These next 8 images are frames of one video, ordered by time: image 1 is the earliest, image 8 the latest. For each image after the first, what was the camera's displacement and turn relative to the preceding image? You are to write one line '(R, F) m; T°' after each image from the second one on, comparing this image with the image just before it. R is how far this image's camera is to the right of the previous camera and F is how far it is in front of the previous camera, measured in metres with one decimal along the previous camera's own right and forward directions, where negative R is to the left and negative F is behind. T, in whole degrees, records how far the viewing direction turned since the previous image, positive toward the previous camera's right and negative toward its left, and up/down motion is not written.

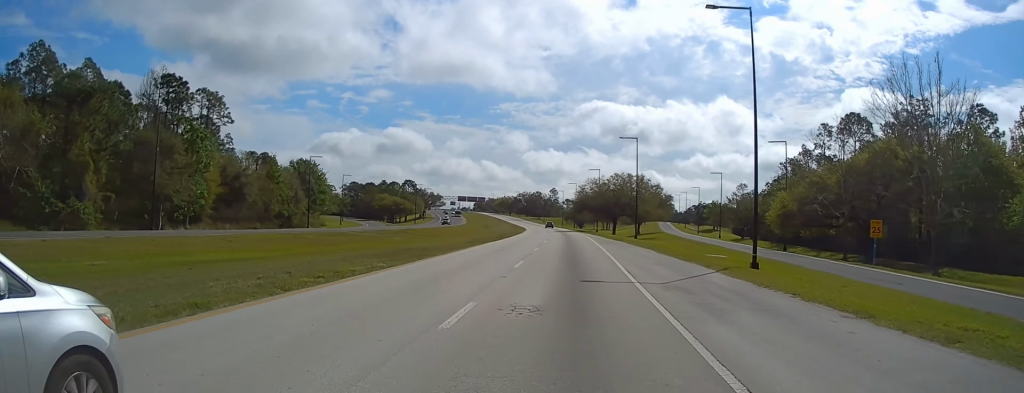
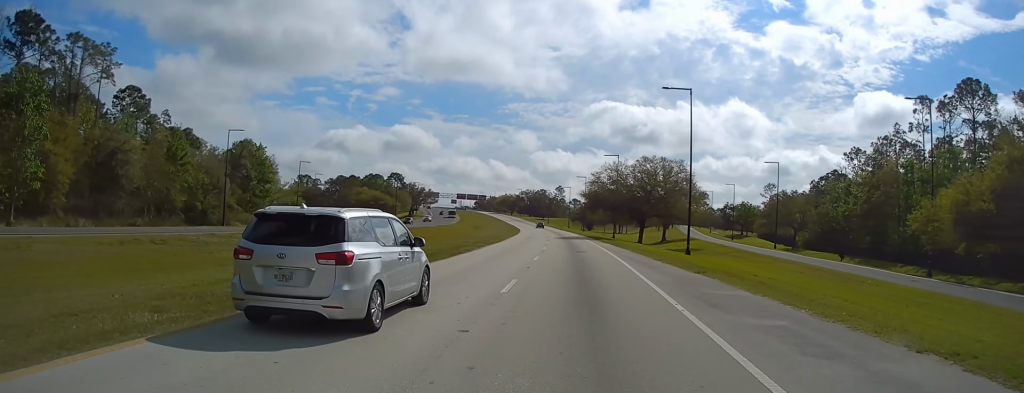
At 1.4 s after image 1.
(-0.2, +31.3) m; -1°
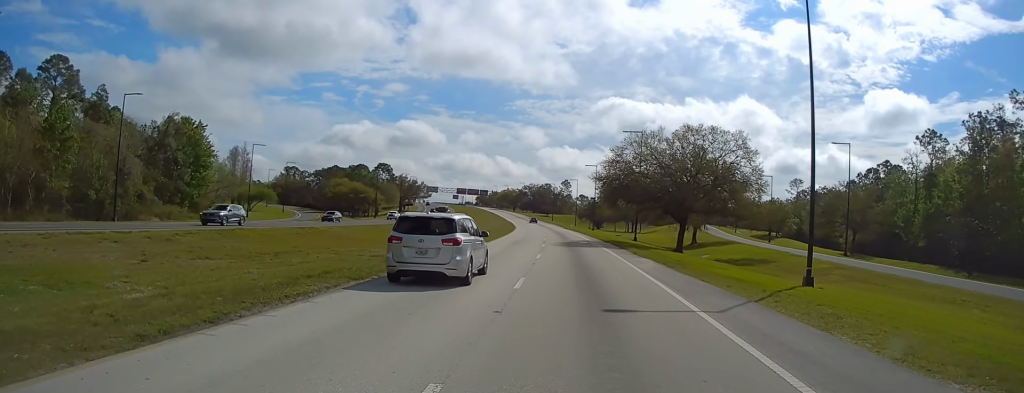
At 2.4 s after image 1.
(-0.1, +23.7) m; -1°
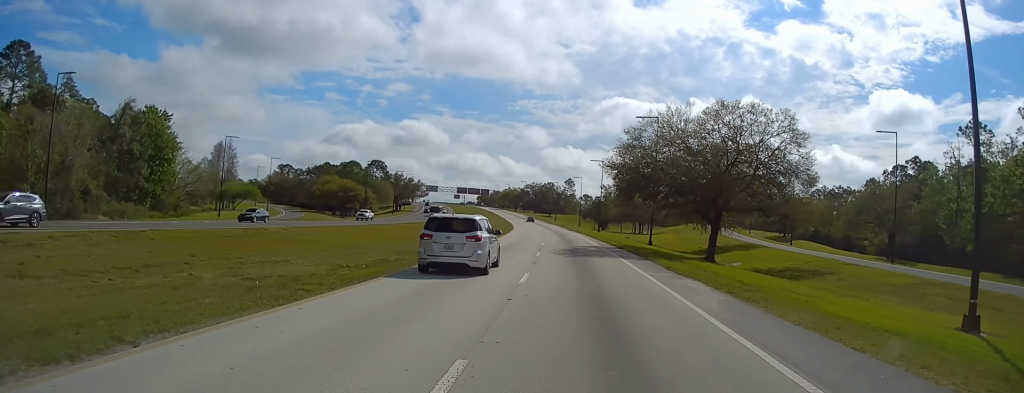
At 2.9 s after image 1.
(-0.1, +10.7) m; 0°
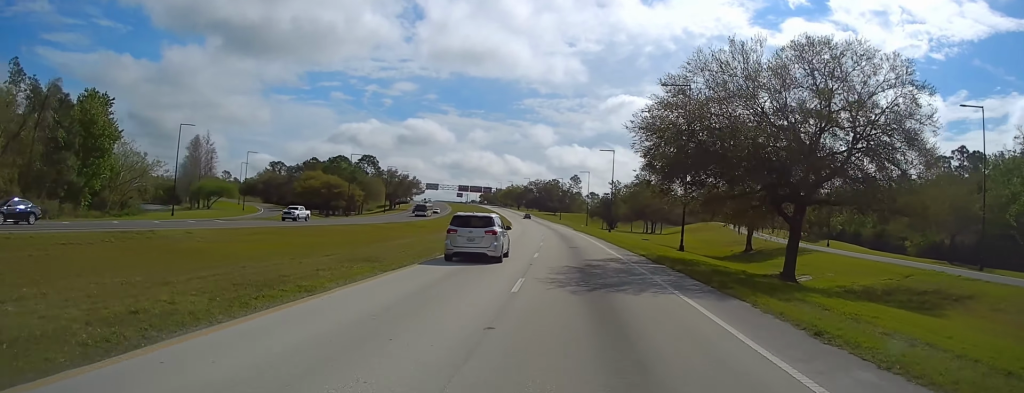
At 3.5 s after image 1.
(-0.3, +14.5) m; 0°
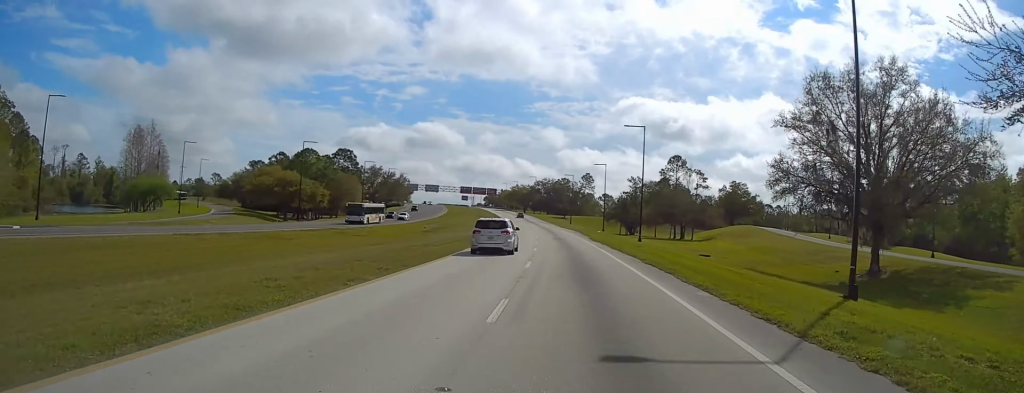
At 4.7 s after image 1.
(+0.1, +28.4) m; -1°
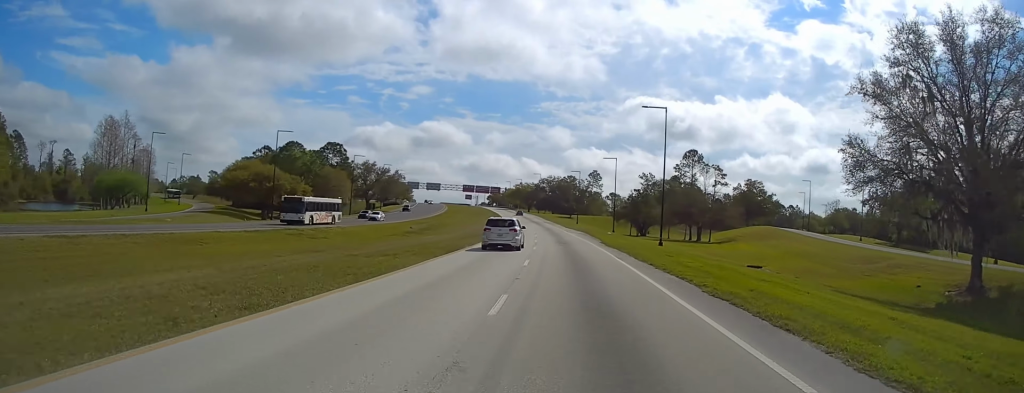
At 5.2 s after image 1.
(-0.2, +11.6) m; -1°
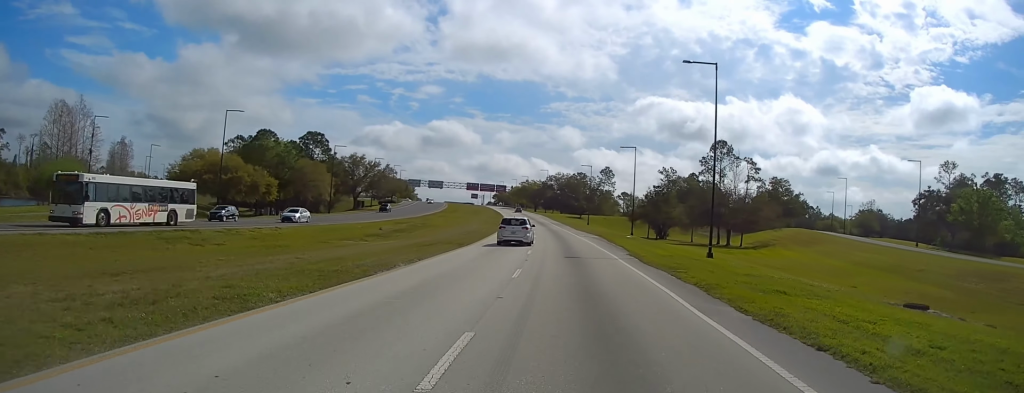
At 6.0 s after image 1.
(-0.2, +17.2) m; -1°
